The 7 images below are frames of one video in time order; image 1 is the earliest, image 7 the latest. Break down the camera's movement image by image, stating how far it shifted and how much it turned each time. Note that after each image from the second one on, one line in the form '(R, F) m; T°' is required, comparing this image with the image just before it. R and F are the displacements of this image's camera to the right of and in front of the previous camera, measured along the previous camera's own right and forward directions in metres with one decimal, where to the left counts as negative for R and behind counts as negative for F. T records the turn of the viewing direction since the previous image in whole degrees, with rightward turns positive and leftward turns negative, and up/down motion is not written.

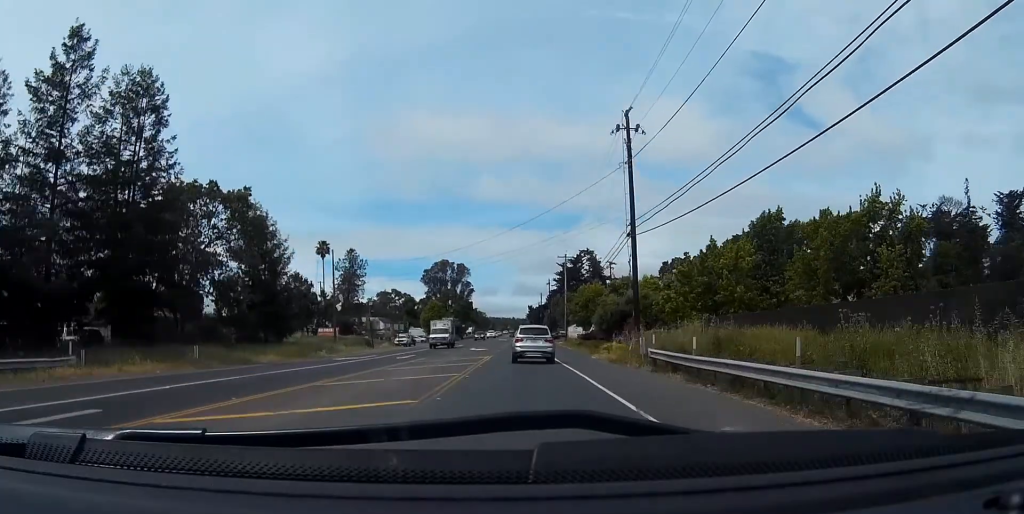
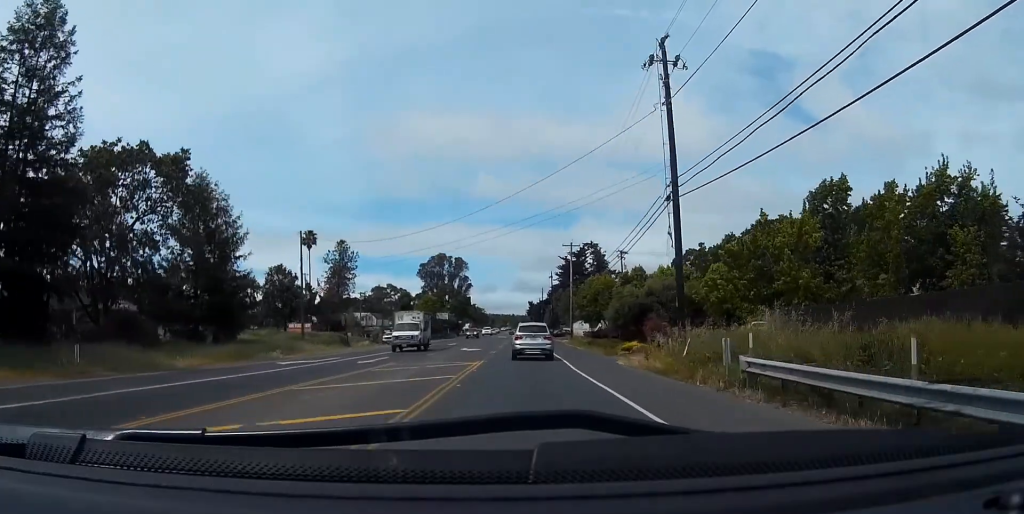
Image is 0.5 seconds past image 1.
(+0.1, +11.4) m; 0°
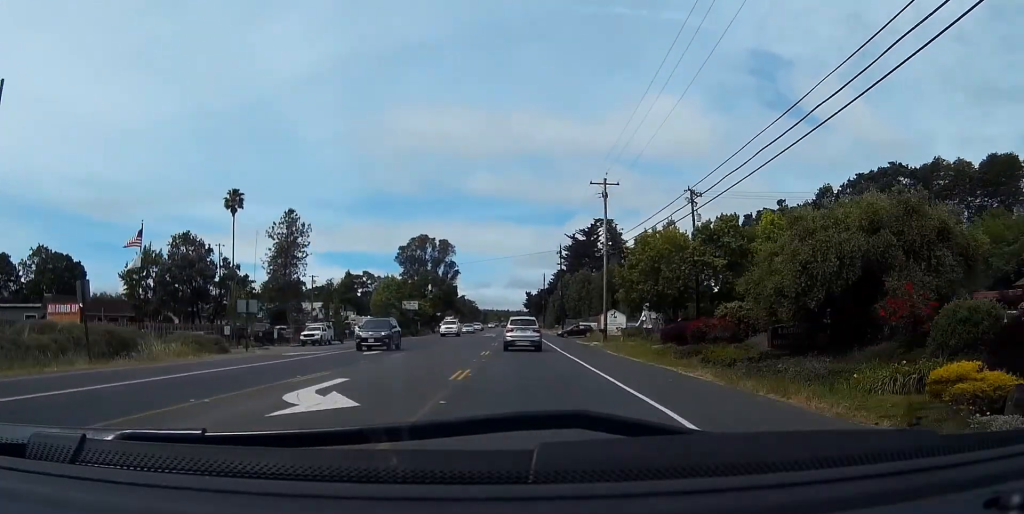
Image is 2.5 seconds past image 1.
(0.0, +41.5) m; 0°
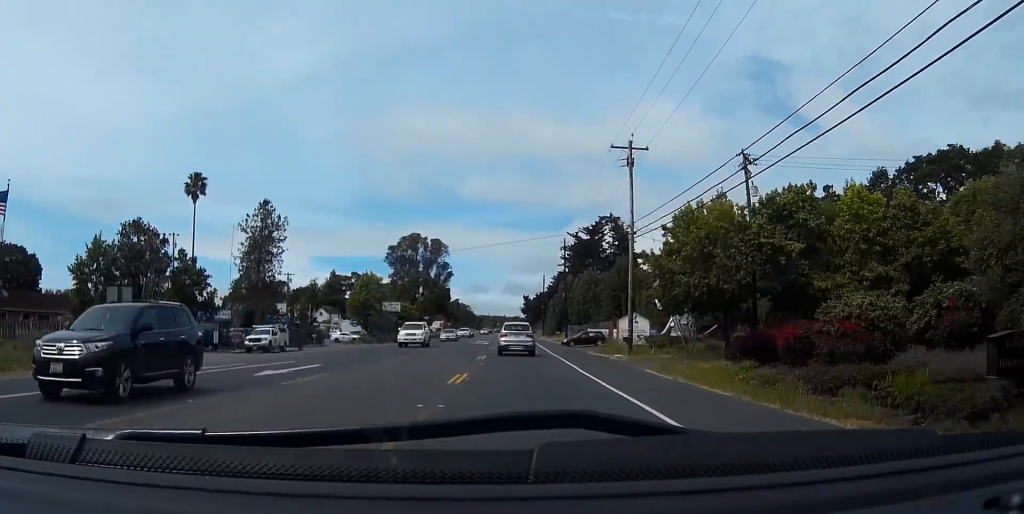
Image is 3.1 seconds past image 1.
(0.0, +14.4) m; 0°
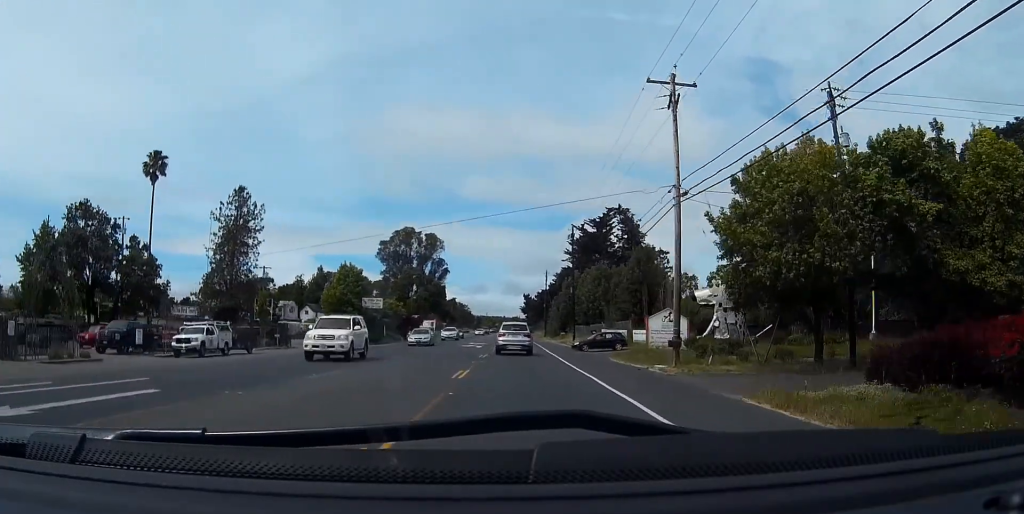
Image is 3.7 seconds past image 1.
(+0.1, +13.0) m; 0°
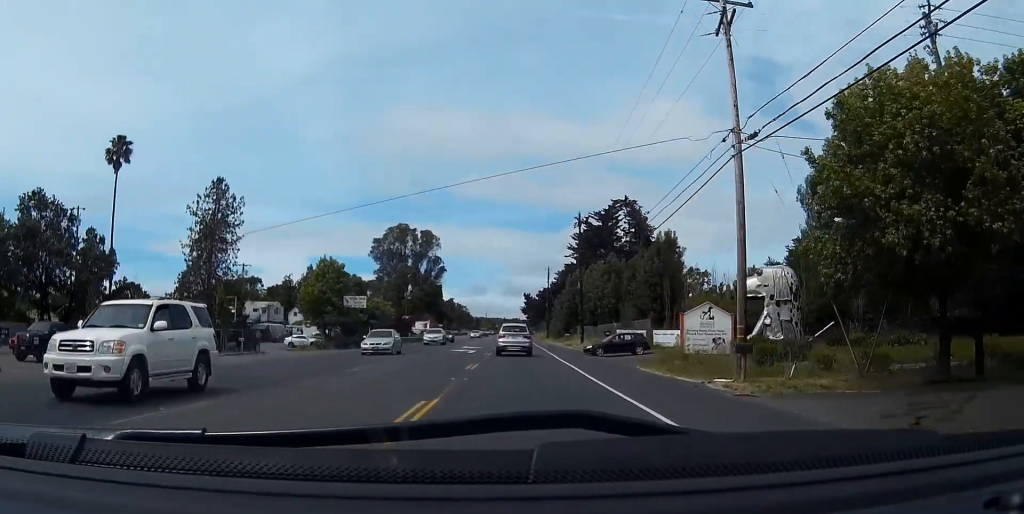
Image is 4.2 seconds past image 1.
(0.0, +9.4) m; 0°
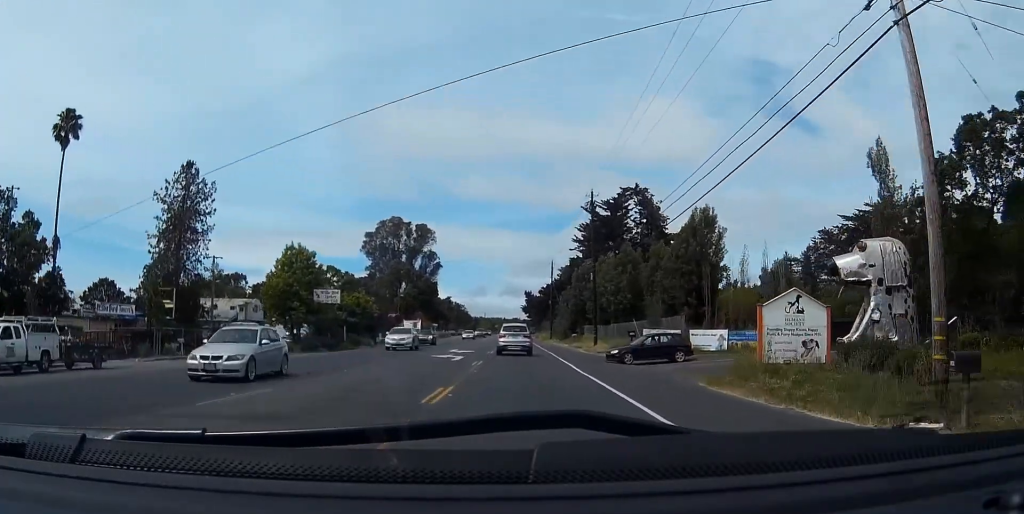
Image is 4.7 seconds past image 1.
(-0.1, +11.6) m; 0°
